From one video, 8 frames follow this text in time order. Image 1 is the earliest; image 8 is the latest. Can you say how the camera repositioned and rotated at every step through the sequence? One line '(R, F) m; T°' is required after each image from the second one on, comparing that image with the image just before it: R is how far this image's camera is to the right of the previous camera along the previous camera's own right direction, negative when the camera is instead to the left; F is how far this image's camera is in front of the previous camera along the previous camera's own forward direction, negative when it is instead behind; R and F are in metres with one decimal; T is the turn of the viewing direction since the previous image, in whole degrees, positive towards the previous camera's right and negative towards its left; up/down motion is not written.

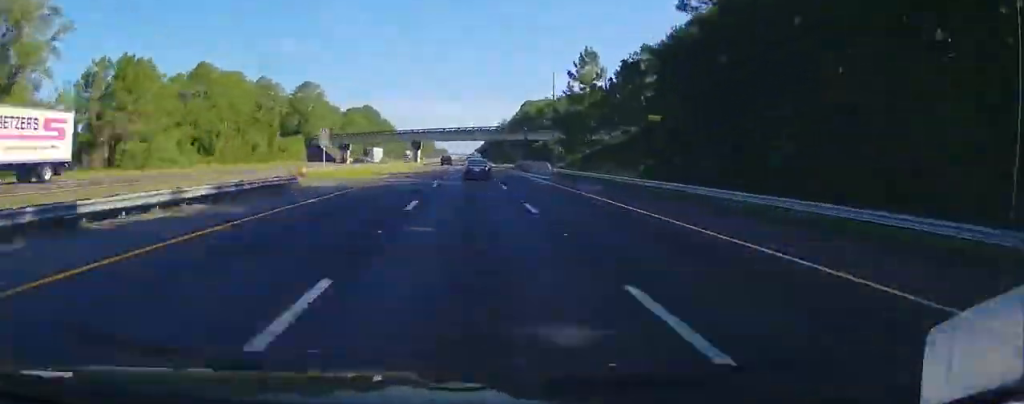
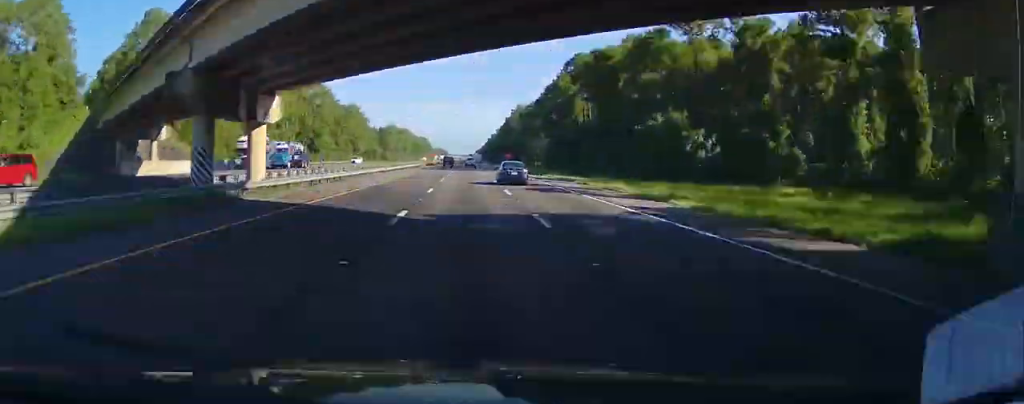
(-0.1, +103.3) m; 0°
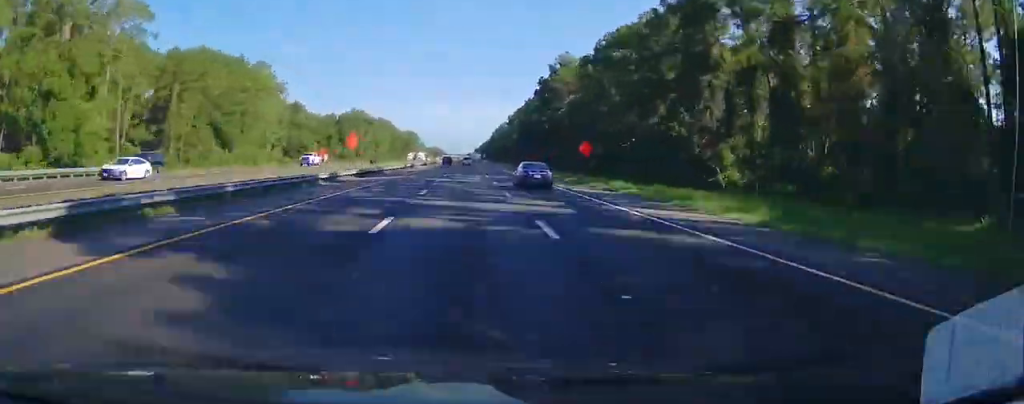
(+0.3, +113.1) m; 0°
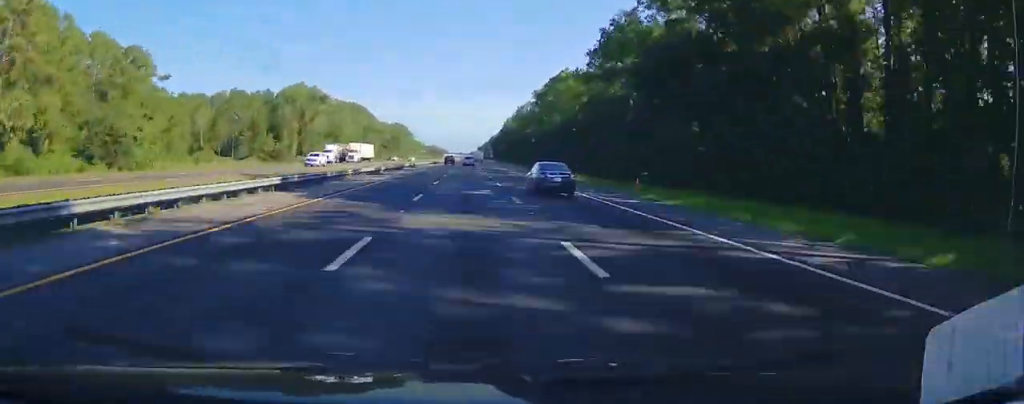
(-0.5, +89.9) m; 0°
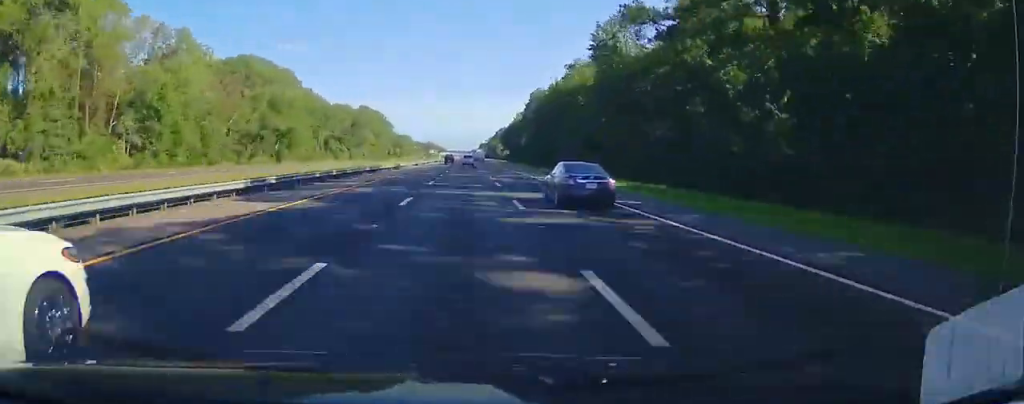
(-0.2, +113.3) m; 0°
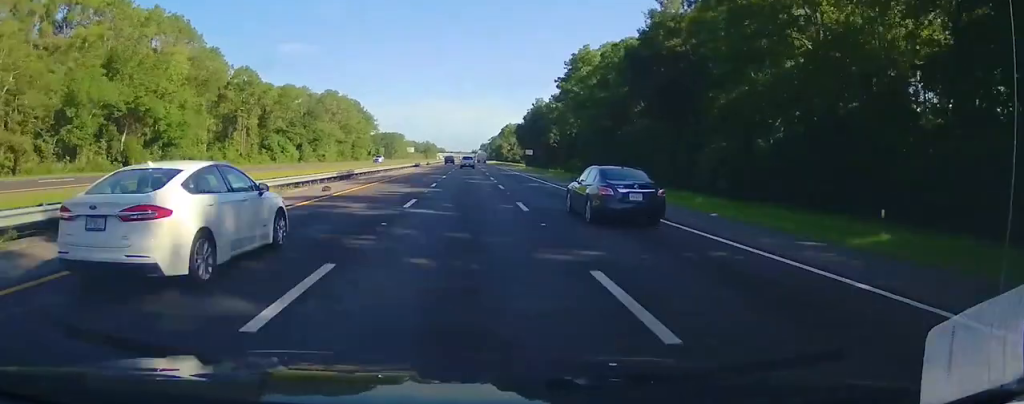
(0.0, +61.4) m; 0°
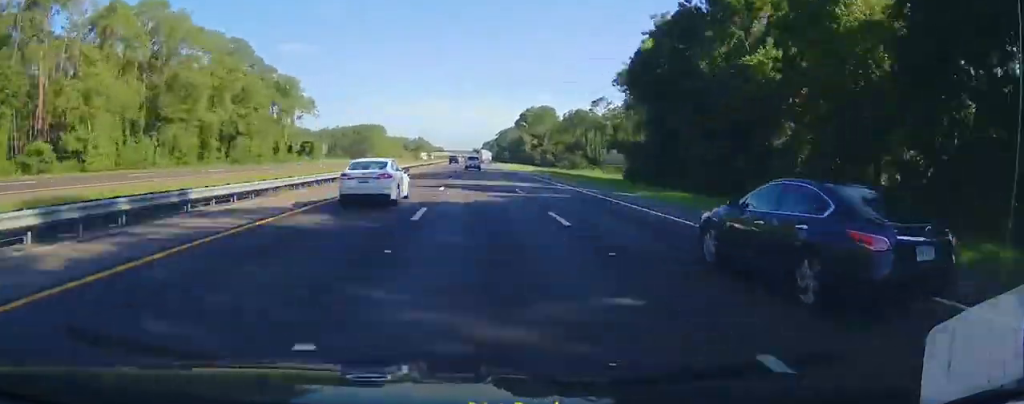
(0.0, +113.6) m; 0°
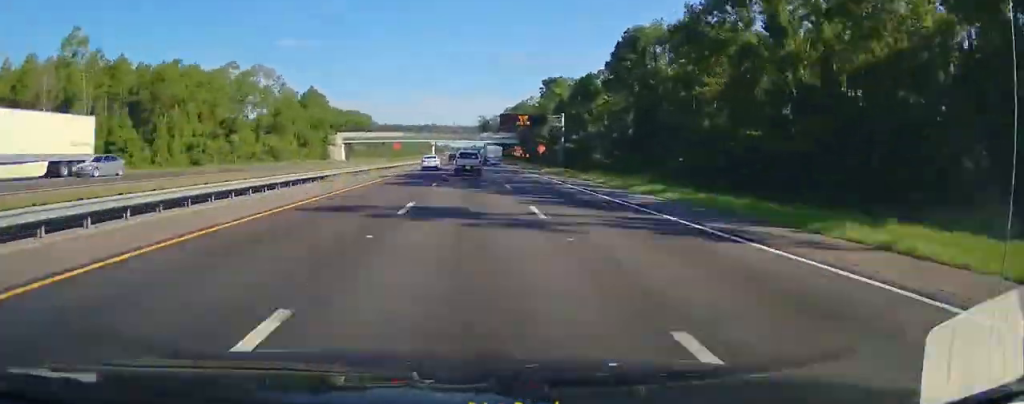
(+1.2, +425.4) m; 0°
